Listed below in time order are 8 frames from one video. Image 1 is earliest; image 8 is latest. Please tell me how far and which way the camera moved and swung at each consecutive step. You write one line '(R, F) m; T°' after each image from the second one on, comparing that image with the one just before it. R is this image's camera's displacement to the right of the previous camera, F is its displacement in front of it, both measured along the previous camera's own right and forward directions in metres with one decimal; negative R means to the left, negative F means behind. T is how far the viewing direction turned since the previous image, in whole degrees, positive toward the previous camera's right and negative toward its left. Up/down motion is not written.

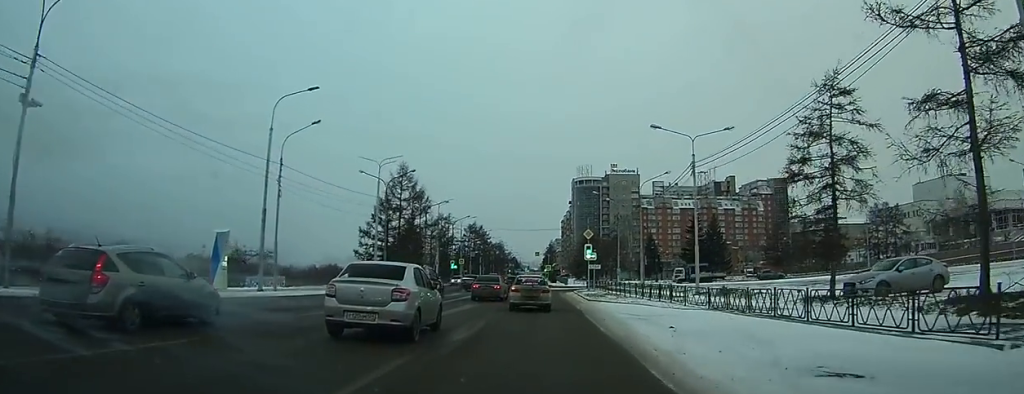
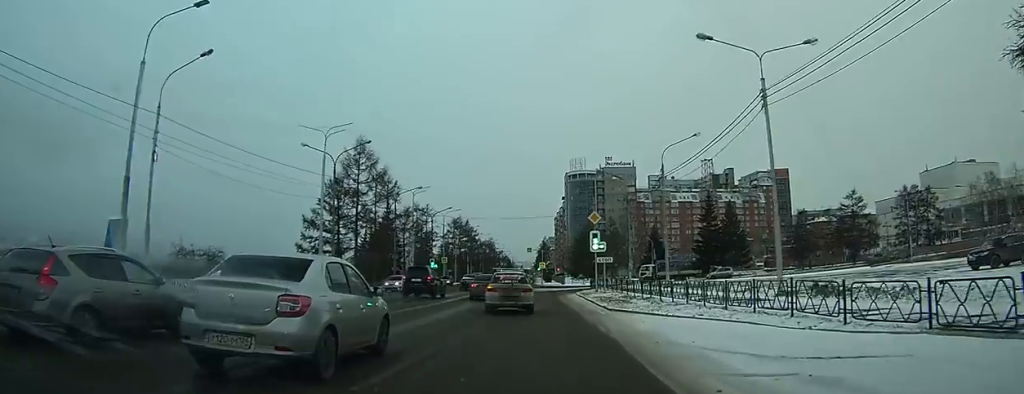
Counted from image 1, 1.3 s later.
(0.0, +12.1) m; +3°
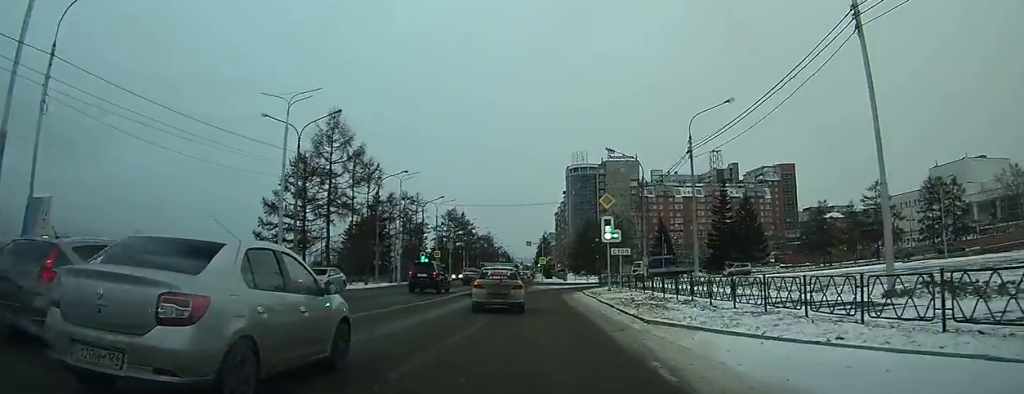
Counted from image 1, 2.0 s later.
(+0.2, +6.9) m; -2°
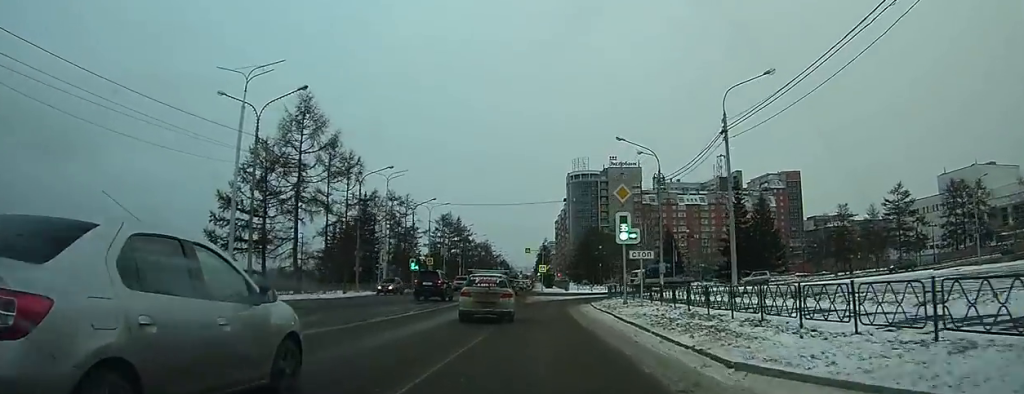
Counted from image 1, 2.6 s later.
(+0.1, +5.9) m; -3°
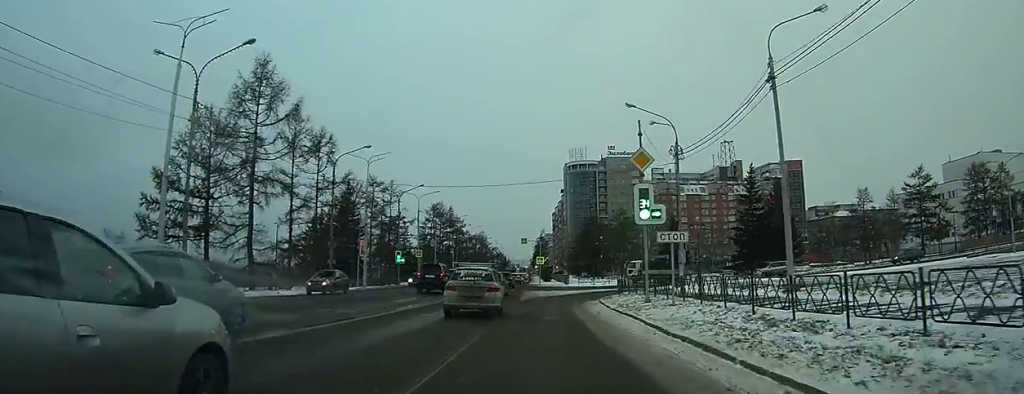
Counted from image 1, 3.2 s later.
(-0.7, +5.9) m; -2°
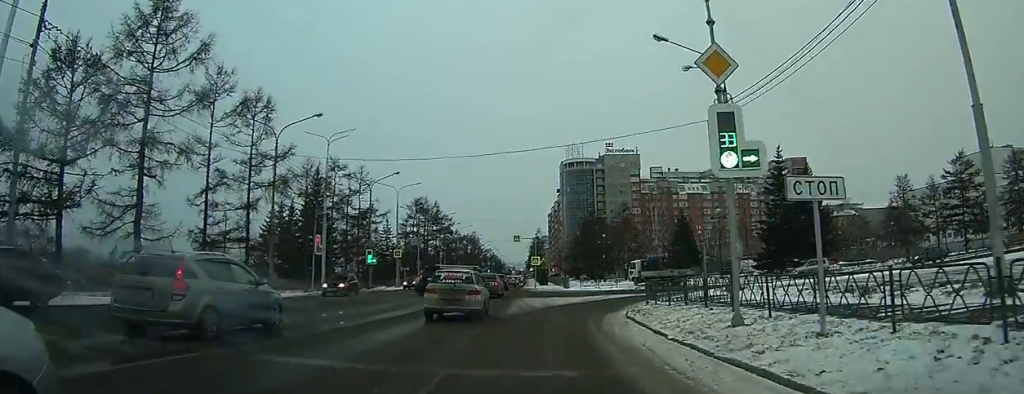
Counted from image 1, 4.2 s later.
(+0.3, +9.6) m; +2°
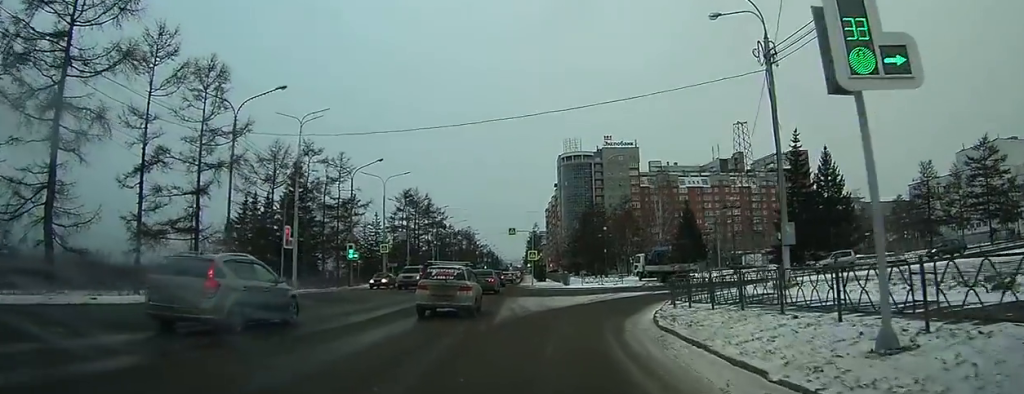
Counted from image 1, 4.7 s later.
(+0.1, +5.0) m; +2°
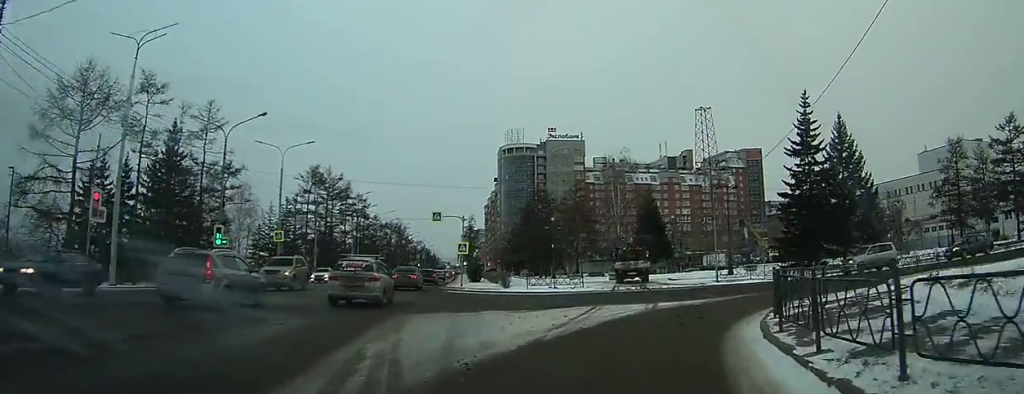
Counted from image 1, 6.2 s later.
(+0.7, +13.4) m; +10°
